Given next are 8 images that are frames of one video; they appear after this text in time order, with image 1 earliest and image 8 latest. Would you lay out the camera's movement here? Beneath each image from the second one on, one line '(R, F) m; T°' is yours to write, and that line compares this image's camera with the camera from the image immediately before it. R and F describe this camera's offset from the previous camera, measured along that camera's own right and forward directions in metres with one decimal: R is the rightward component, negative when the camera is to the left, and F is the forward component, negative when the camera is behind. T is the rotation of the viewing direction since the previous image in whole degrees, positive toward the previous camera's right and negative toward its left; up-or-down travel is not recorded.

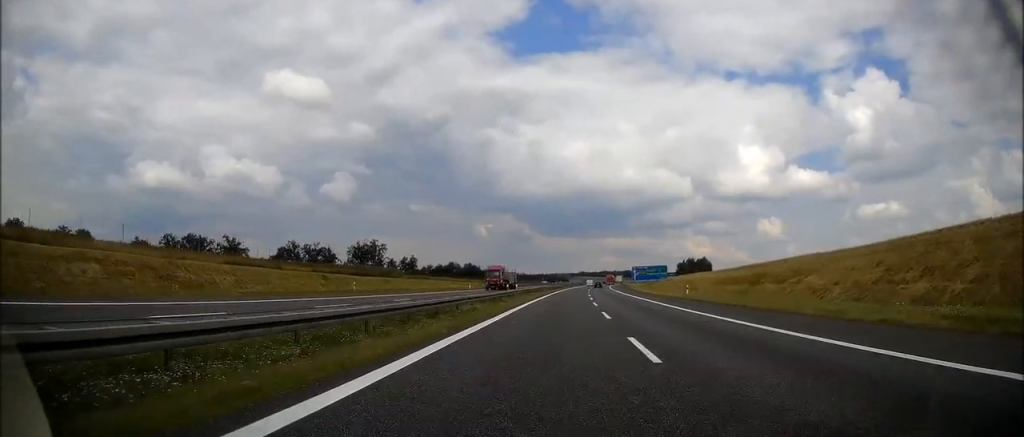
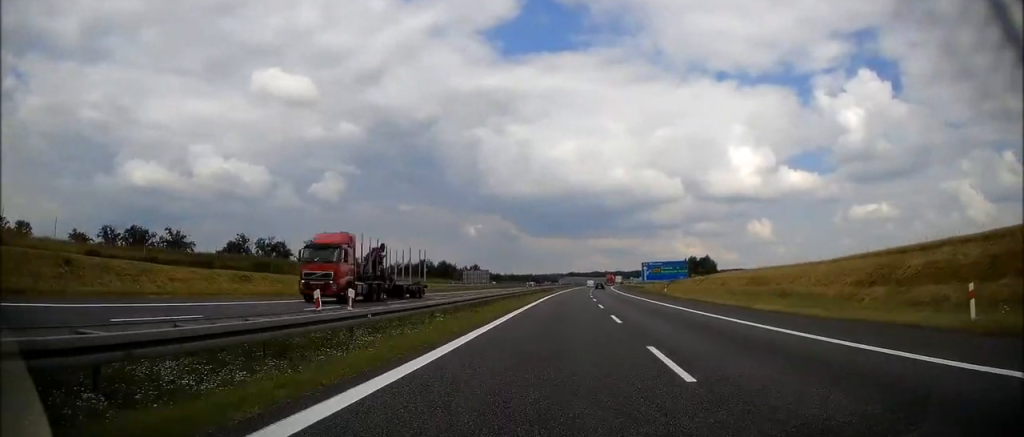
(+0.4, +37.6) m; +1°
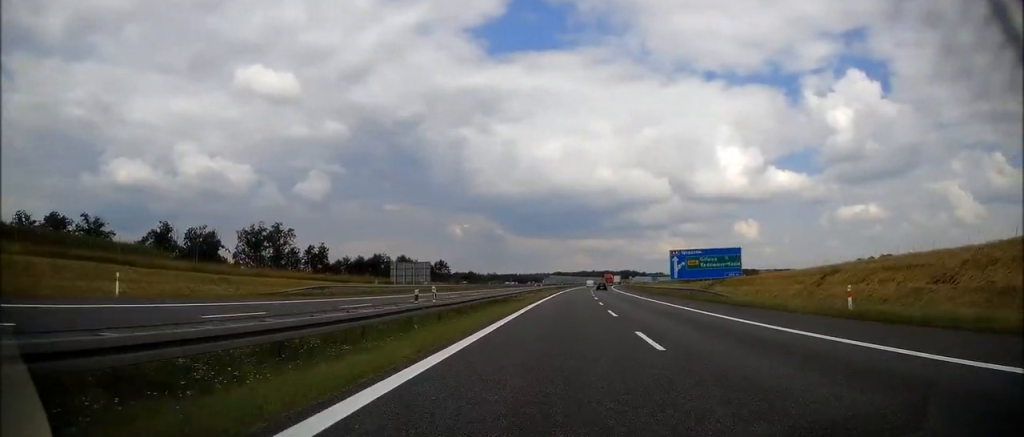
(+0.3, +43.7) m; +1°
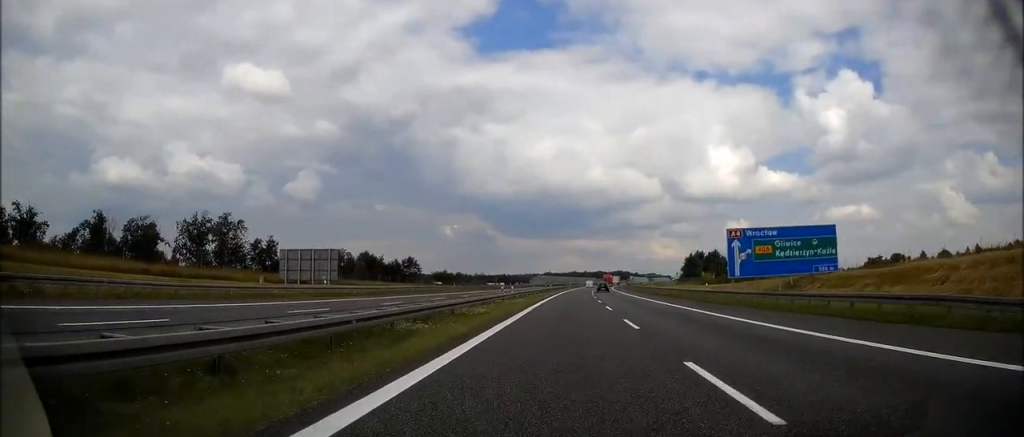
(+0.1, +28.7) m; +1°
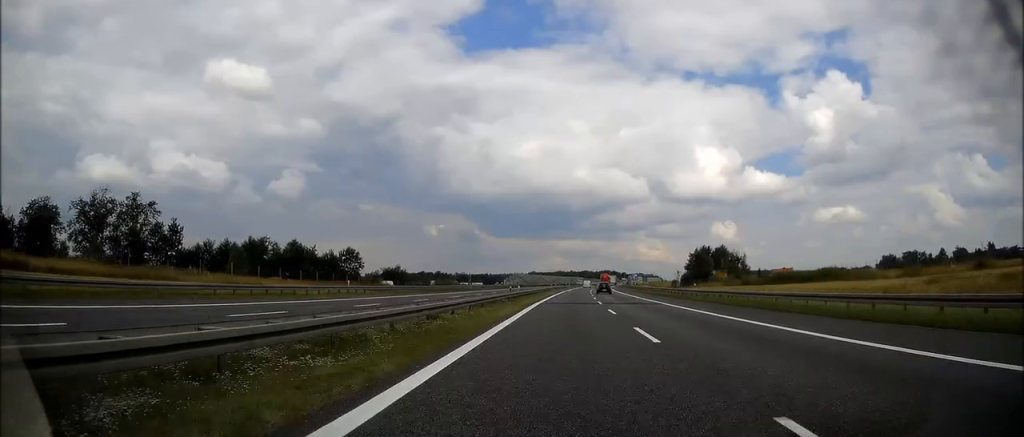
(+0.6, +40.0) m; +2°
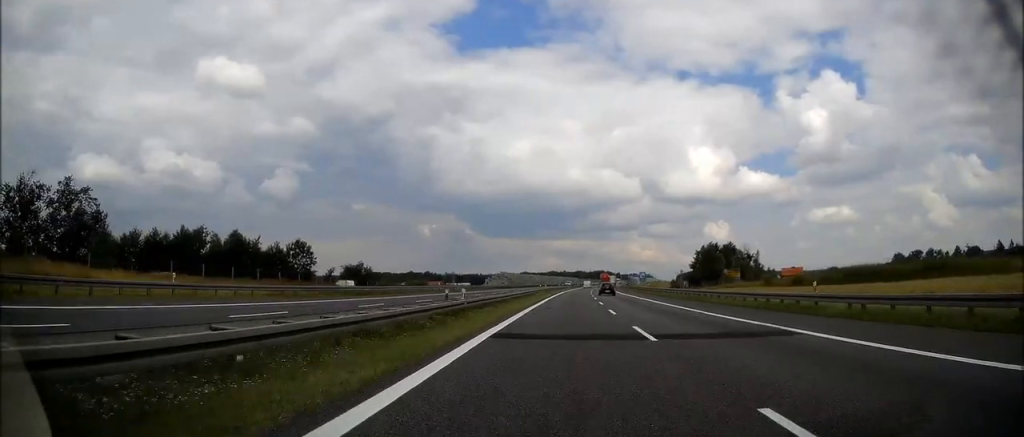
(+0.3, +23.8) m; +1°
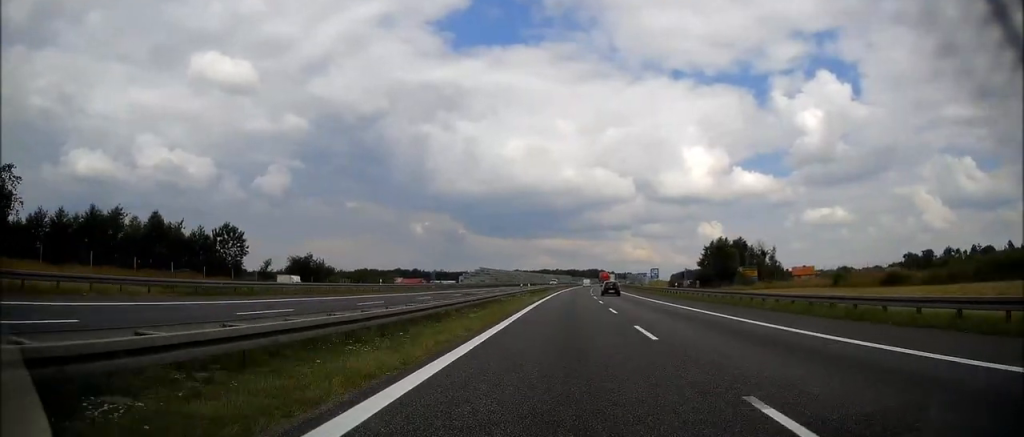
(+0.1, +23.8) m; +1°
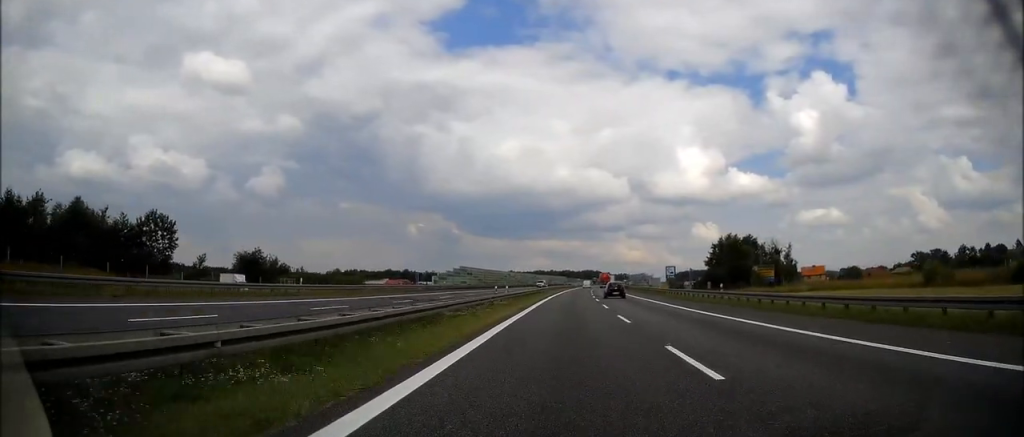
(0.0, +17.5) m; 0°
